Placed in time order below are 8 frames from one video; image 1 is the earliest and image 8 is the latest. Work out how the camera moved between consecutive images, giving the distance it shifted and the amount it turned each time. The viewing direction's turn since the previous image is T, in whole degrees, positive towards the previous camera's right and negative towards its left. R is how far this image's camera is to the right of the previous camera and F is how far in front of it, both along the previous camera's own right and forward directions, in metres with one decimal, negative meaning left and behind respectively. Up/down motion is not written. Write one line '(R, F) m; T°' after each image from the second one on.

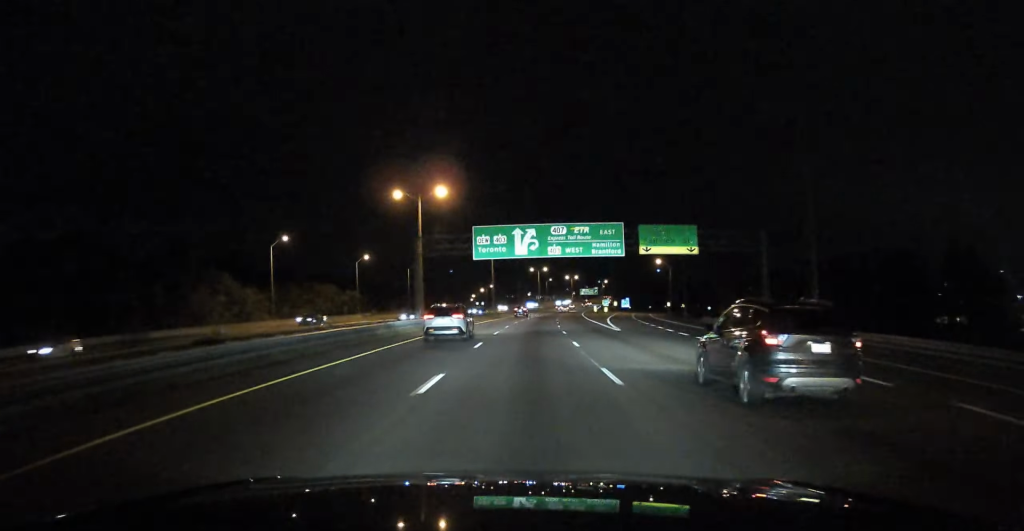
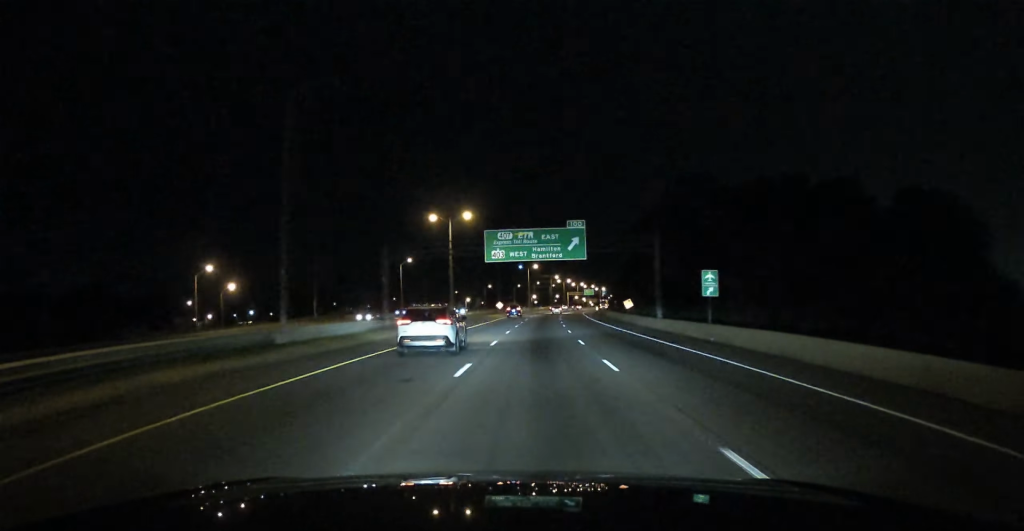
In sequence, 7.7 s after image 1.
(+20.8, +356.5) m; +8°
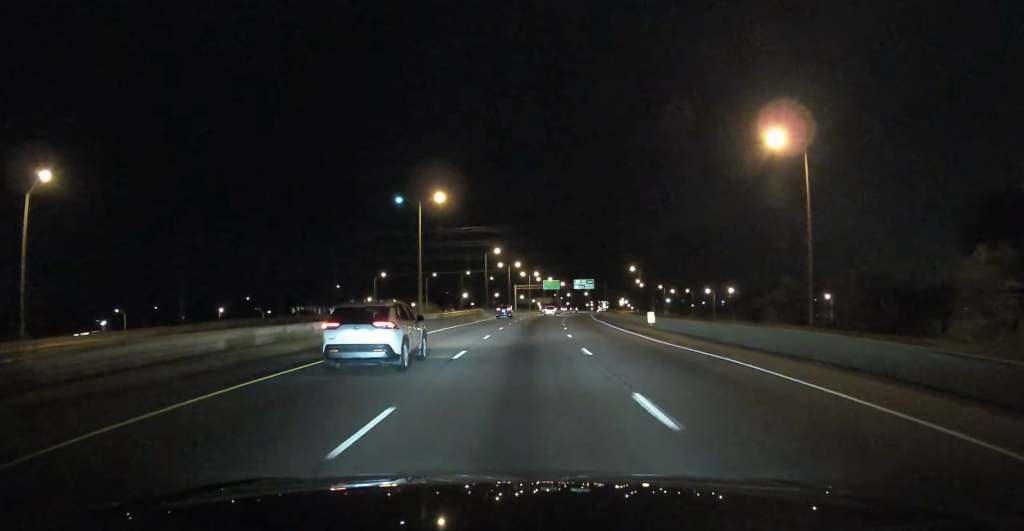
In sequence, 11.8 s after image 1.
(+8.1, +167.4) m; +6°
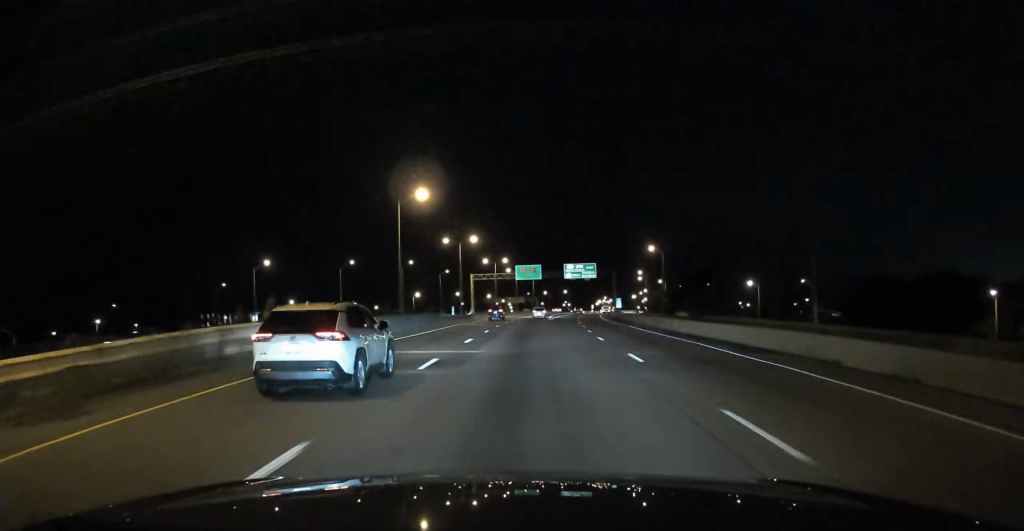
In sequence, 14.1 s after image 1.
(+3.7, +72.9) m; +3°
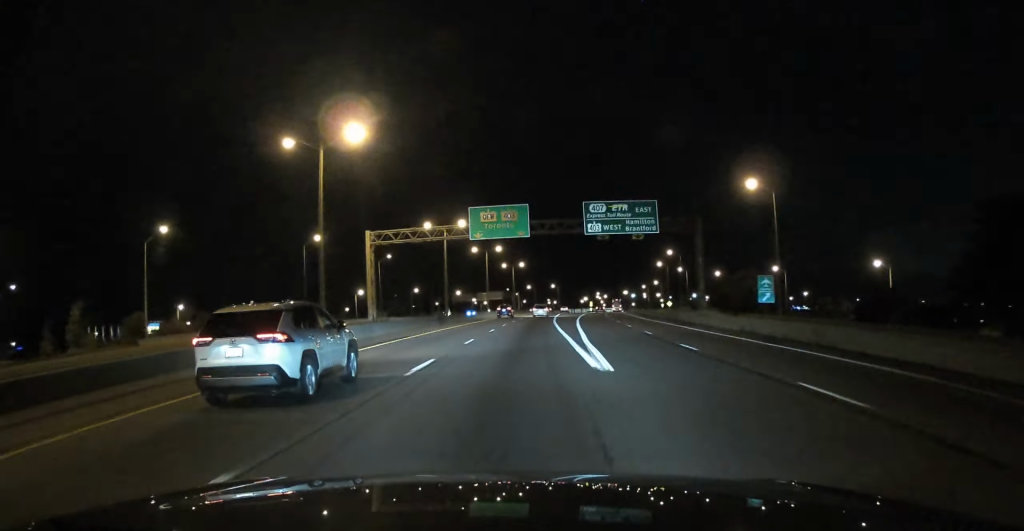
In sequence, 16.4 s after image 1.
(+0.9, +75.3) m; +3°
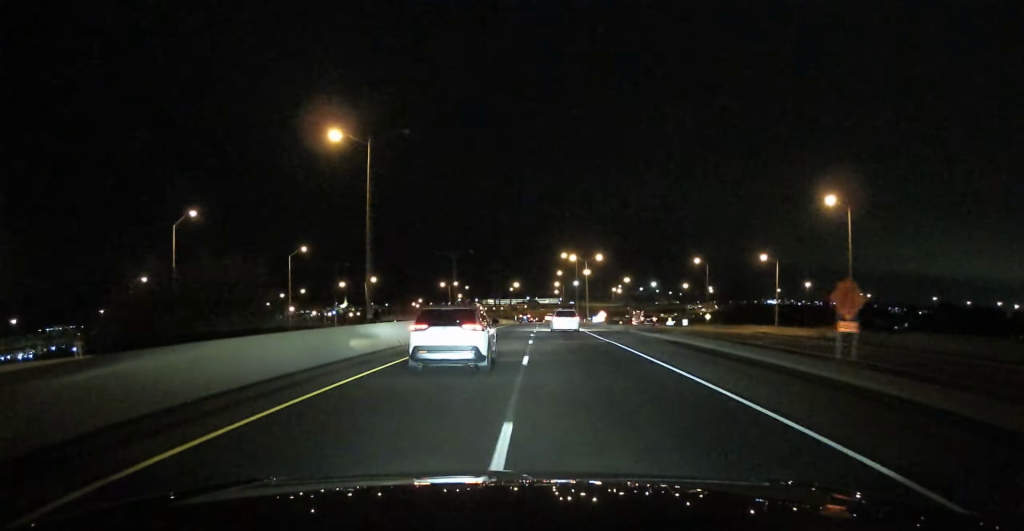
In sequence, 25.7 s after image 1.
(+18.0, +286.4) m; +5°
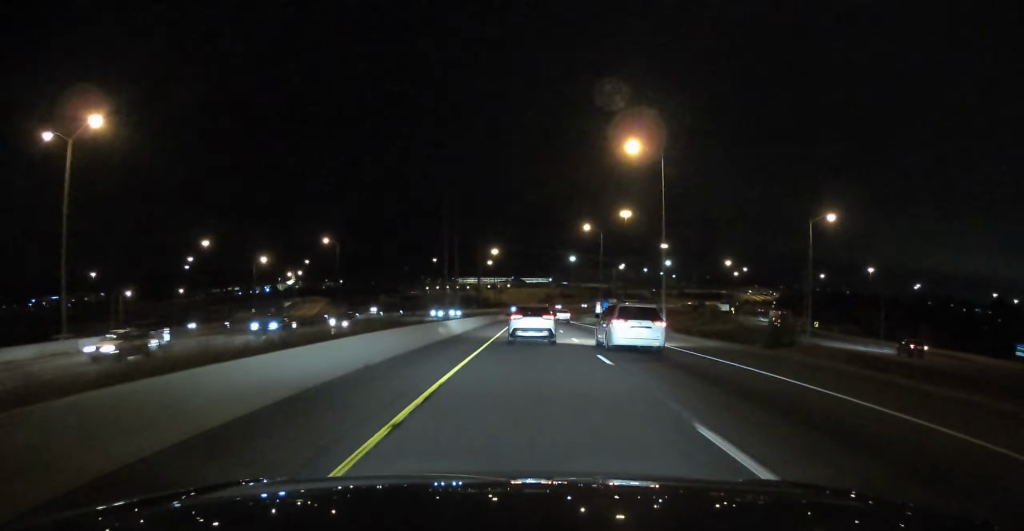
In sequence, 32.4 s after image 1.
(+2.0, +200.4) m; +3°
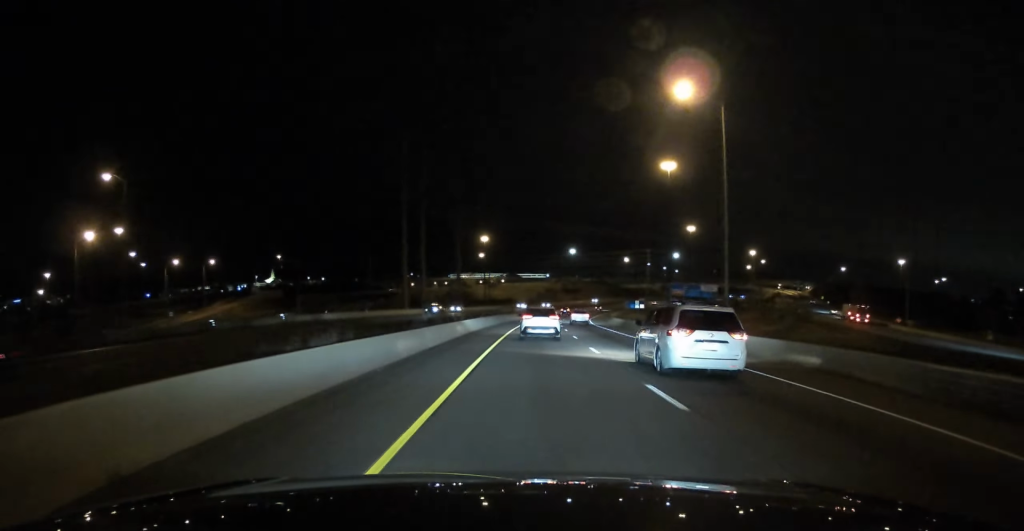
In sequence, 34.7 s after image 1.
(-1.0, +71.7) m; +3°
